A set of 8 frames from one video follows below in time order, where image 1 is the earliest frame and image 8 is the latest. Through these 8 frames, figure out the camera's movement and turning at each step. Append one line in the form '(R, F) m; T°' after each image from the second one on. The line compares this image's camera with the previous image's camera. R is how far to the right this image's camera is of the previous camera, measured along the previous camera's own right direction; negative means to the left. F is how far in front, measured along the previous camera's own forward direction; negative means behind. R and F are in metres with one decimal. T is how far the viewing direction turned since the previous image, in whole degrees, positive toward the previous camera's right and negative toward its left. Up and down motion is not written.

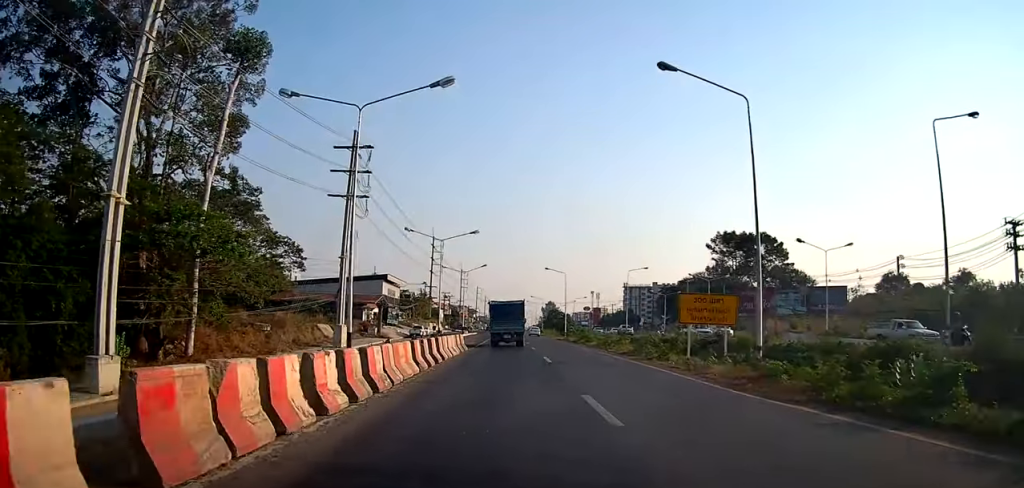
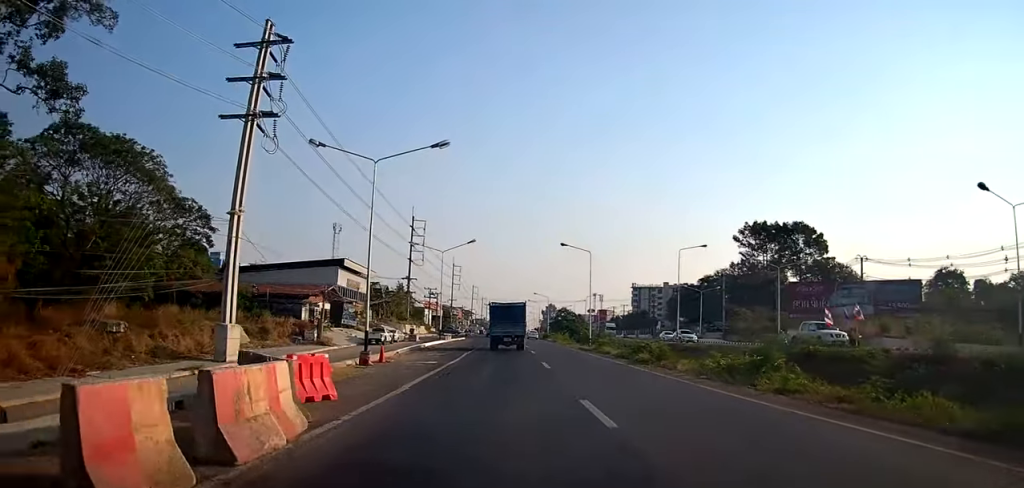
(+0.1, +24.4) m; +1°
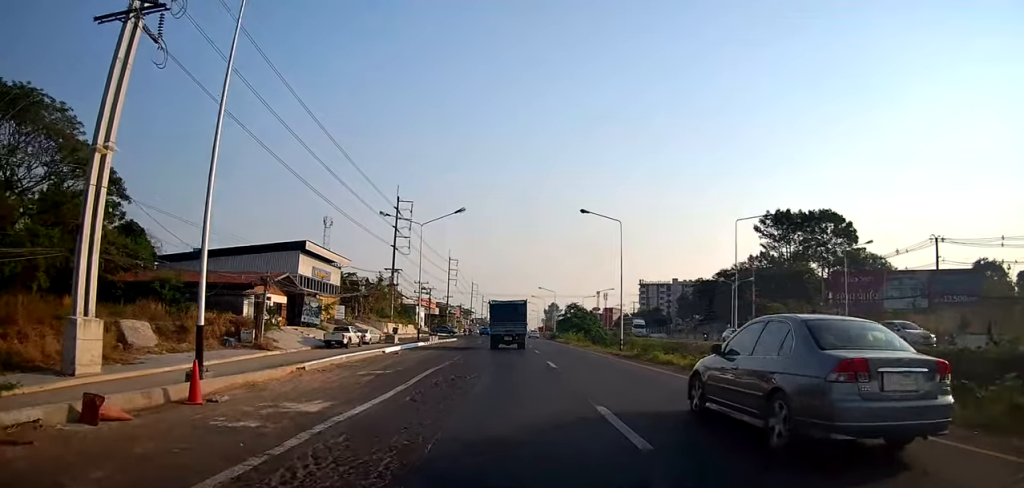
(0.0, +13.8) m; -3°
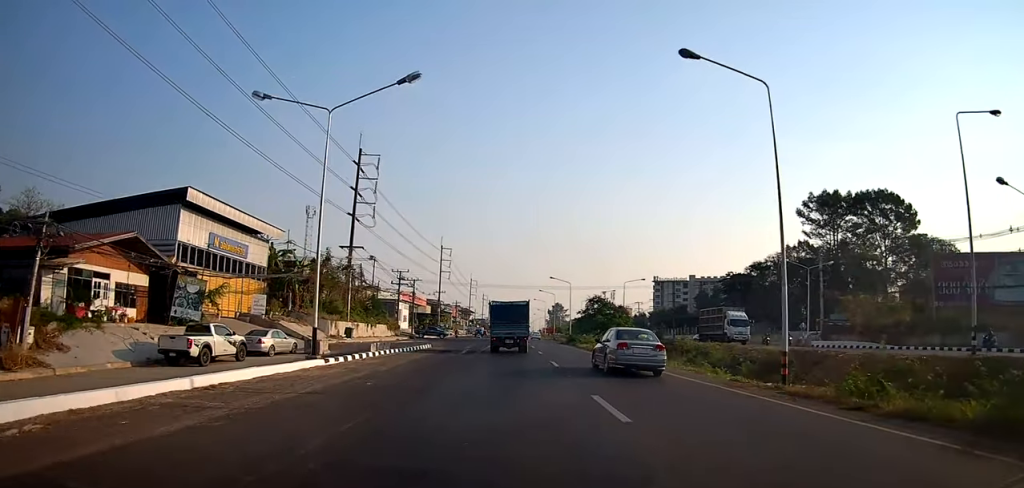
(-0.1, +22.3) m; 0°
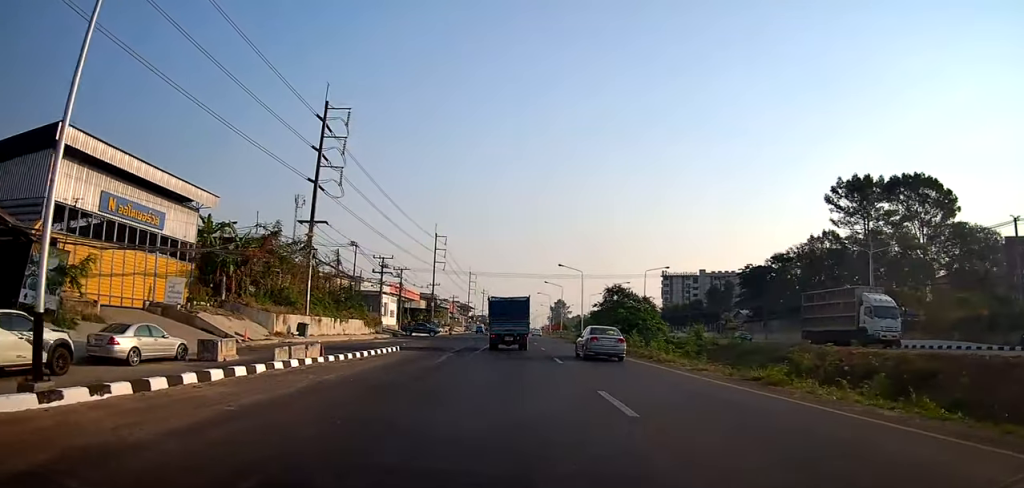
(-0.4, +11.9) m; 0°
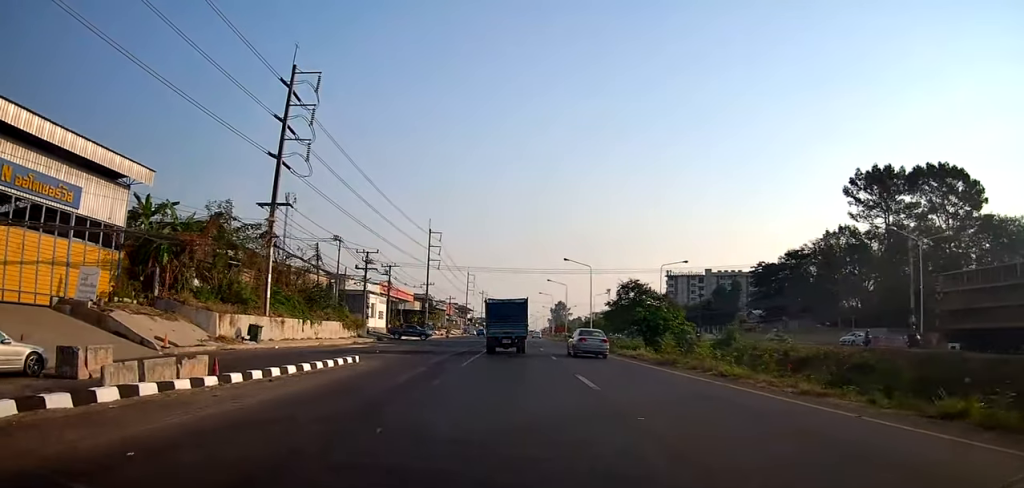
(+0.1, +7.6) m; 0°
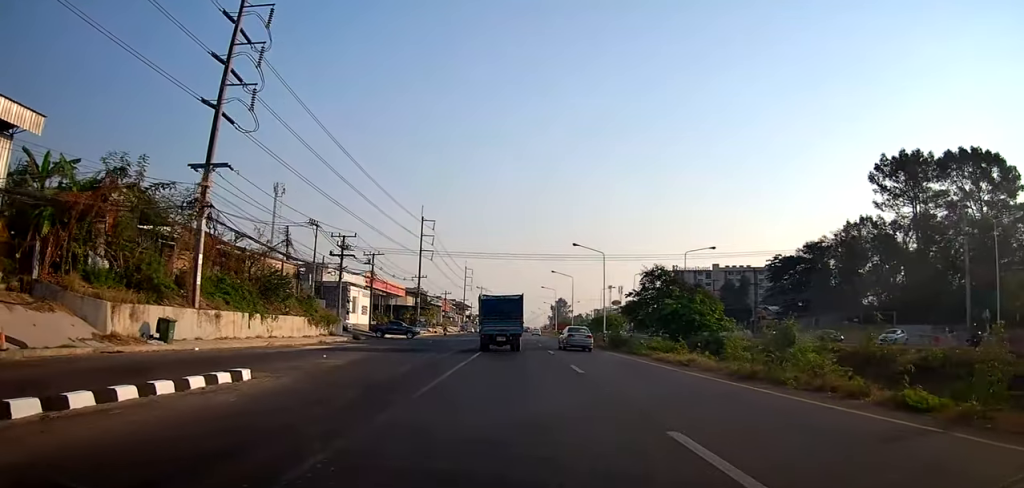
(+0.4, +9.0) m; 0°
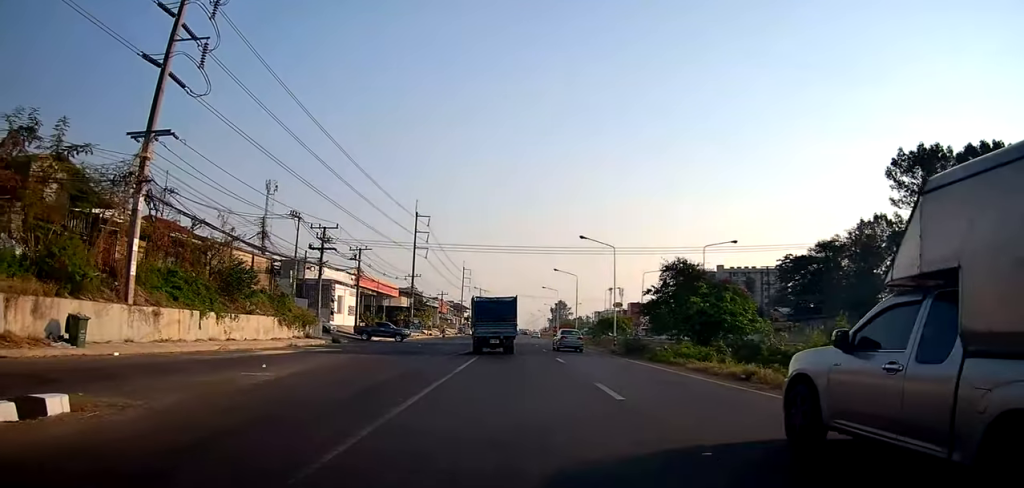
(-0.3, +5.6) m; -1°
